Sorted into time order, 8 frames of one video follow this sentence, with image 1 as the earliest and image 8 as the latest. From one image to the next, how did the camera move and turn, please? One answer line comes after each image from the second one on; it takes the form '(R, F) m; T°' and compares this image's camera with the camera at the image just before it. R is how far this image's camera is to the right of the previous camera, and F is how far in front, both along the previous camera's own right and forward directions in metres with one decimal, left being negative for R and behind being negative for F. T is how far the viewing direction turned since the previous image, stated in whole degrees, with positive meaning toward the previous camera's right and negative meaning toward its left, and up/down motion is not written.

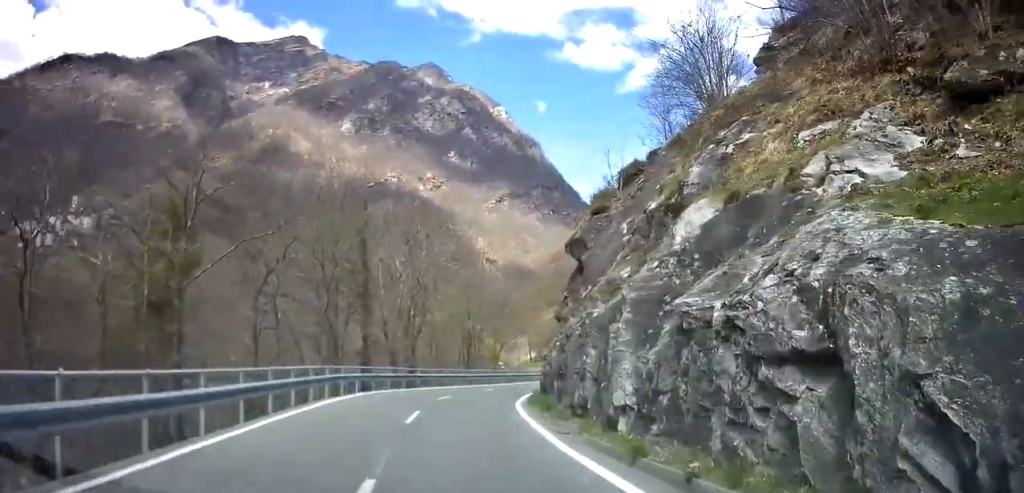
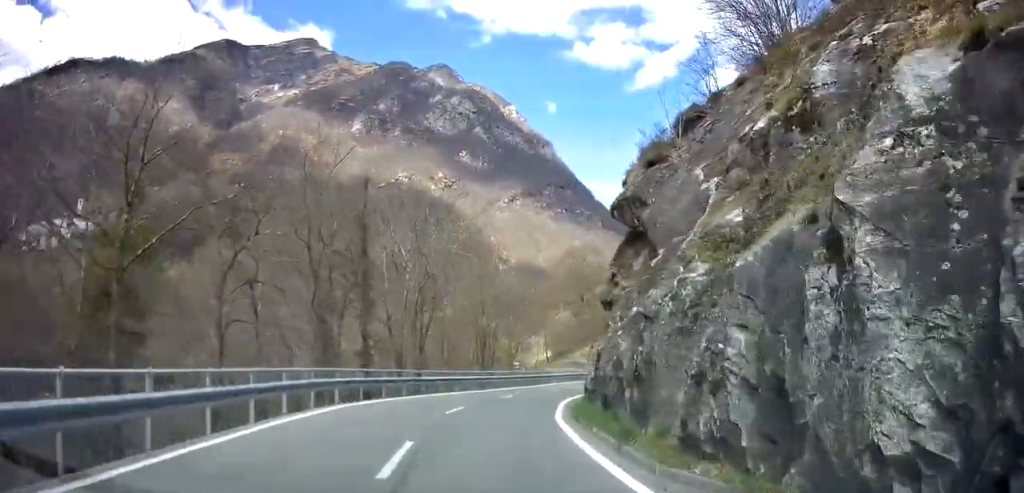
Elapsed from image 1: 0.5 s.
(+1.2, +6.1) m; +12°
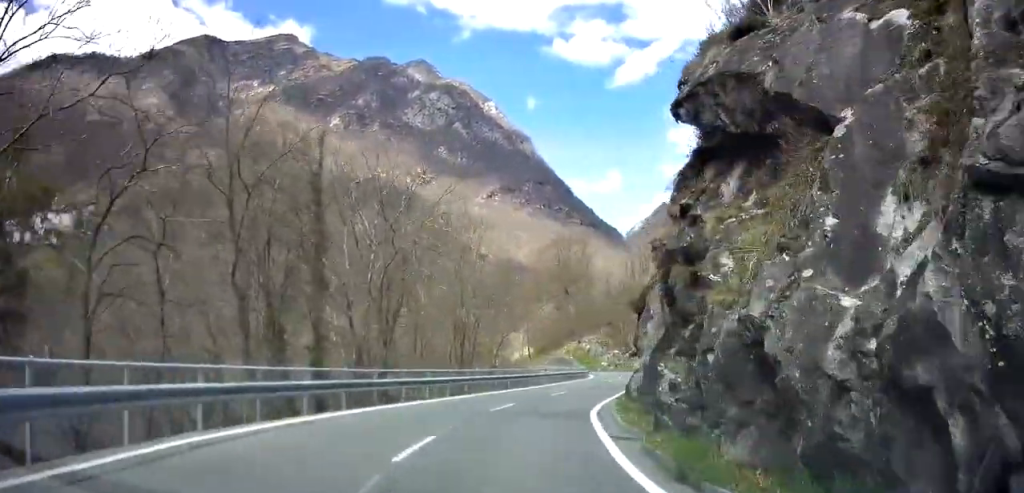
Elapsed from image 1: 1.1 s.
(+0.8, +8.0) m; +8°
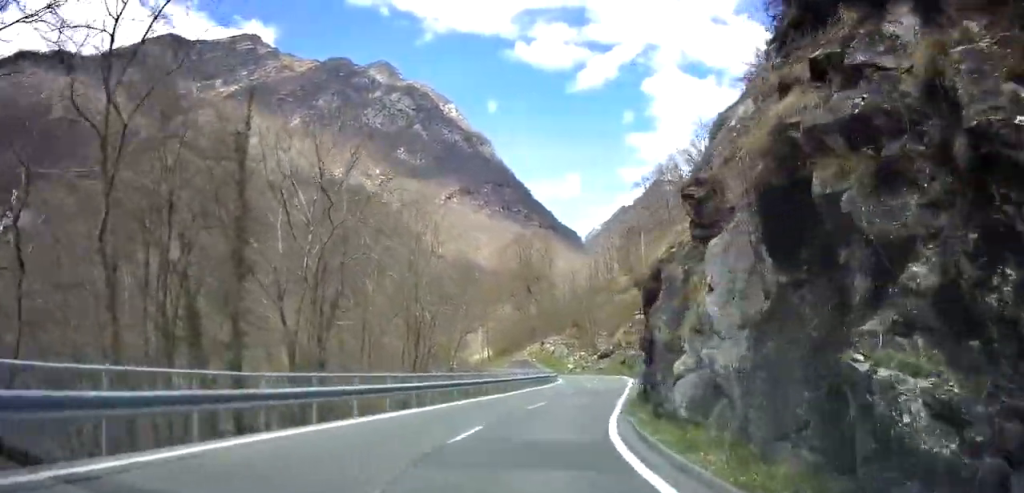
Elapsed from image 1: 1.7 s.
(0.0, +6.9) m; +5°
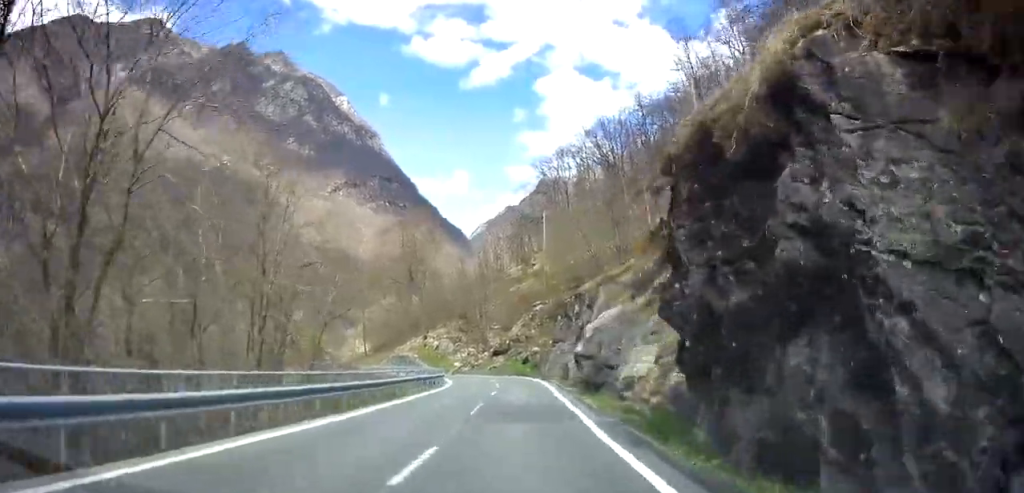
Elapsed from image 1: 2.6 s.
(+1.1, +12.3) m; +7°
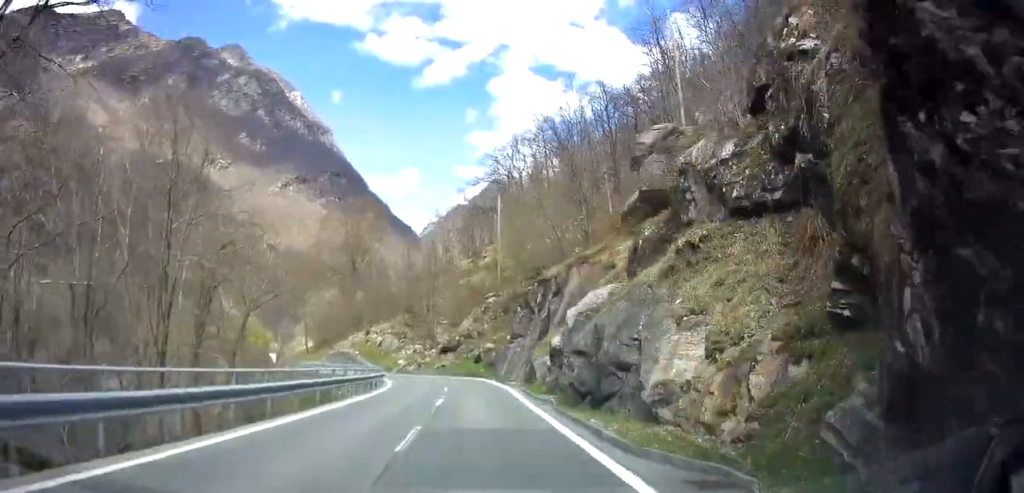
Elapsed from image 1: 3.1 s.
(+0.2, +6.4) m; +2°
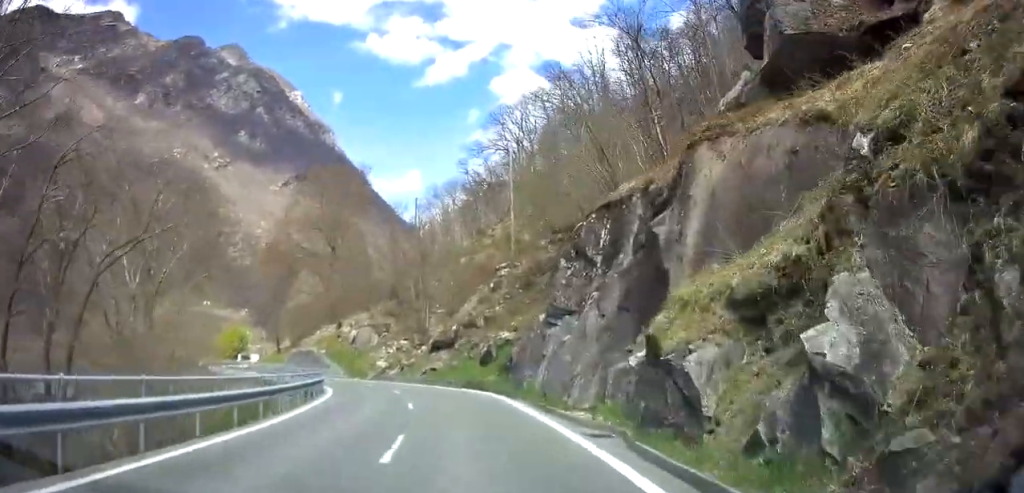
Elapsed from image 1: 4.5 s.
(+1.0, +17.8) m; +2°
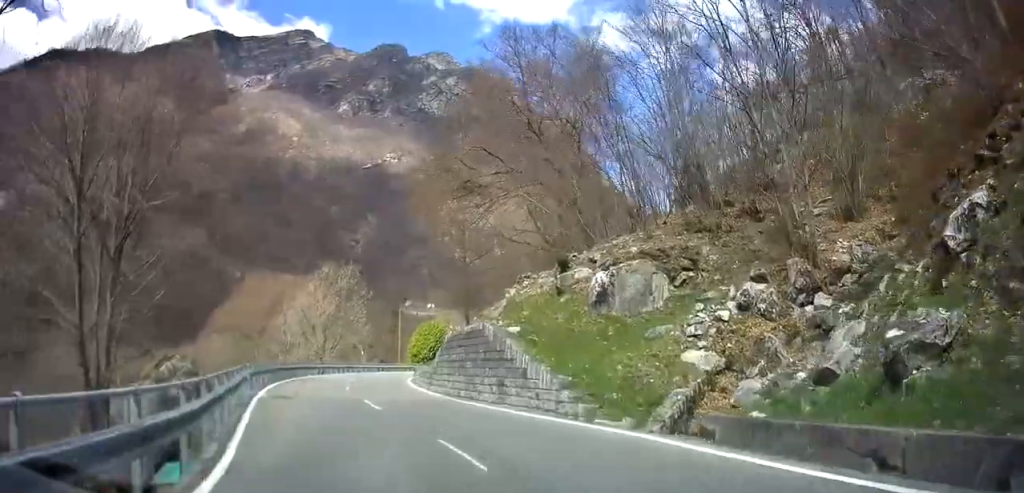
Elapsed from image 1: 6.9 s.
(-4.0, +34.9) m; -19°
